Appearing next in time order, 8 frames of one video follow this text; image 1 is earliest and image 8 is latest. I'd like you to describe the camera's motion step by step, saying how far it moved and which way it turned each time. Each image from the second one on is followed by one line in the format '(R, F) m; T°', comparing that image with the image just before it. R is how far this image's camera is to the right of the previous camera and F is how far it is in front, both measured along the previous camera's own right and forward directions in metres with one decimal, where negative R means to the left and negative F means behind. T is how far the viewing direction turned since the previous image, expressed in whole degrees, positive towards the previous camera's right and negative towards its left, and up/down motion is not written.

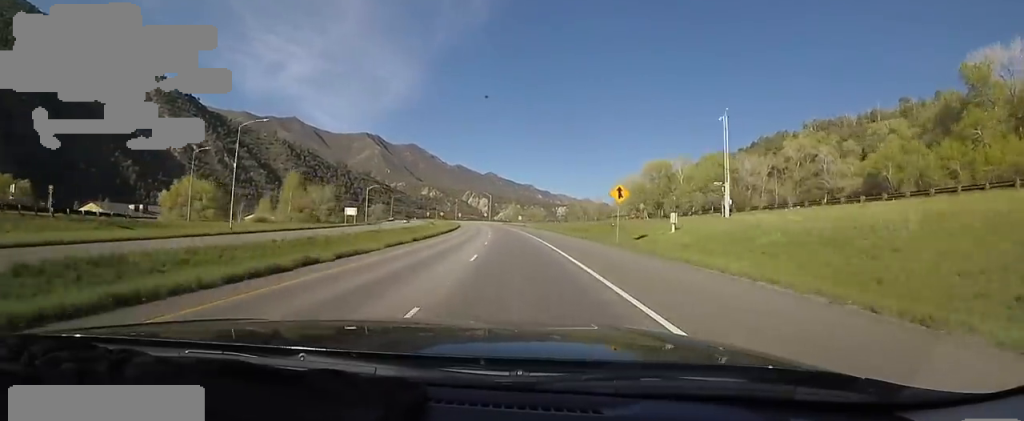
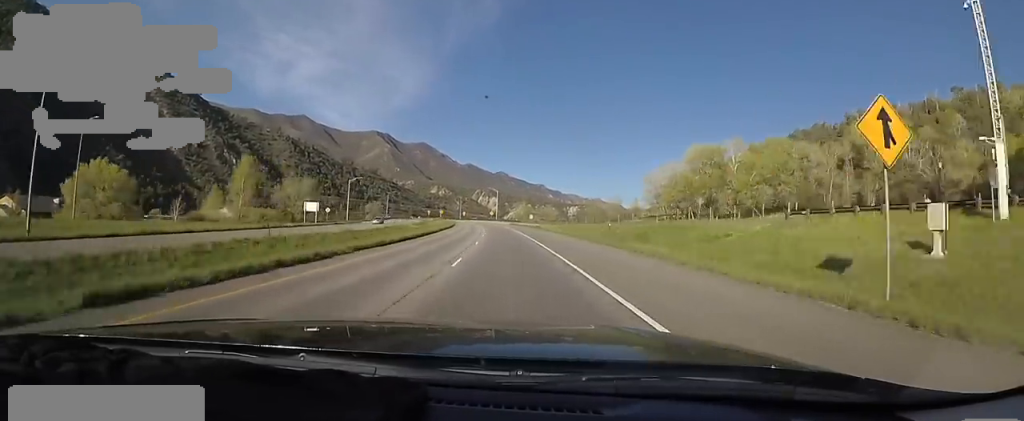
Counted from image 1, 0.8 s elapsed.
(-0.3, +26.2) m; -2°
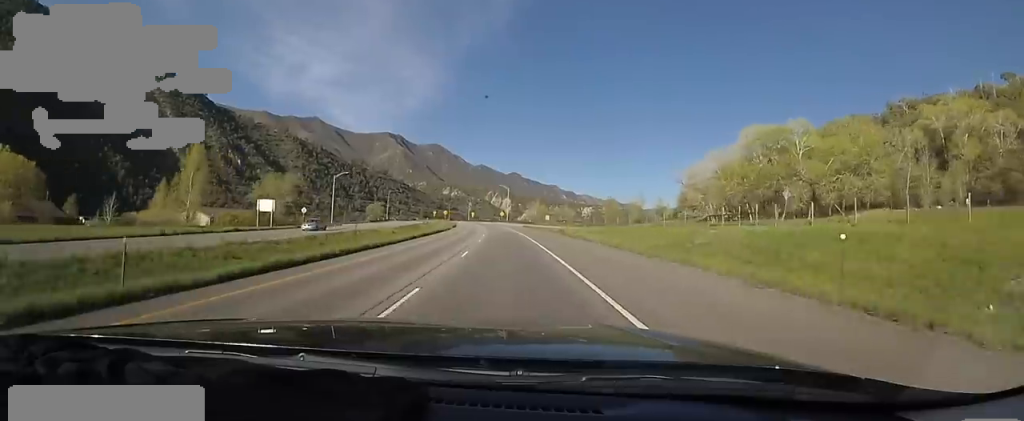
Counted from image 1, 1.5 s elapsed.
(-0.4, +19.9) m; -2°
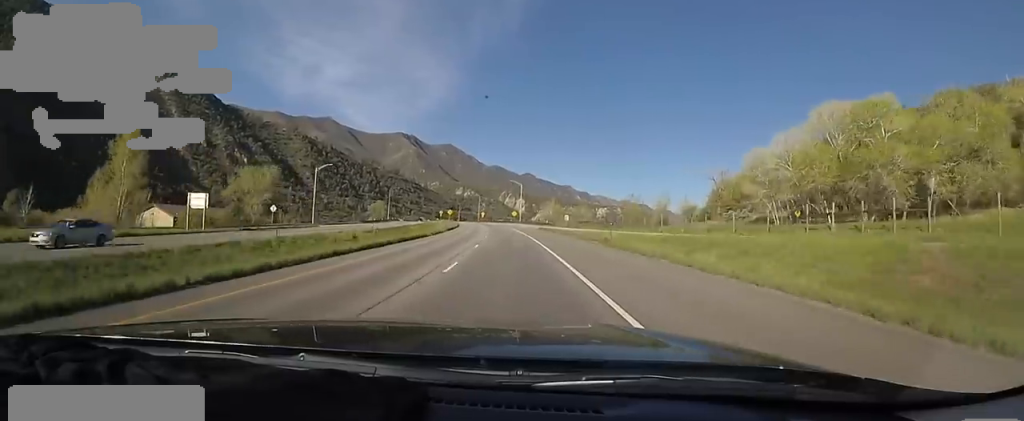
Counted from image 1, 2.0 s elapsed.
(-0.5, +17.9) m; -1°
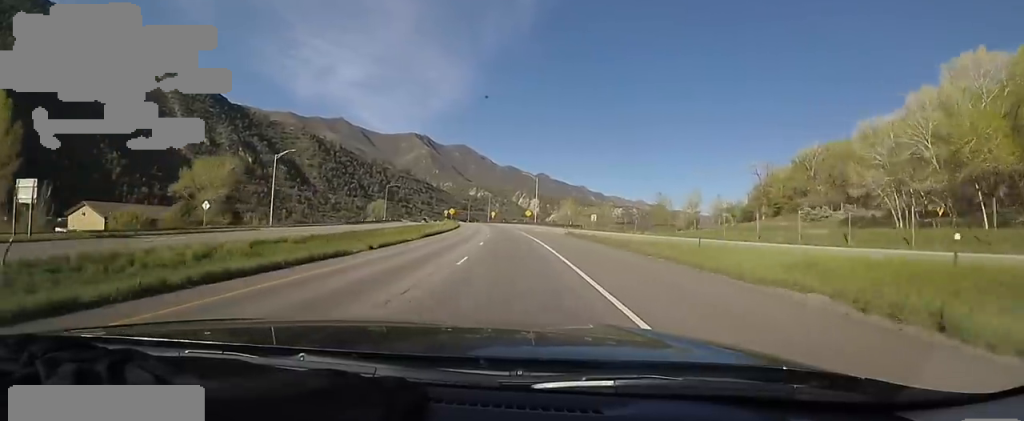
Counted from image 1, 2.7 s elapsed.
(-0.1, +22.0) m; -1°
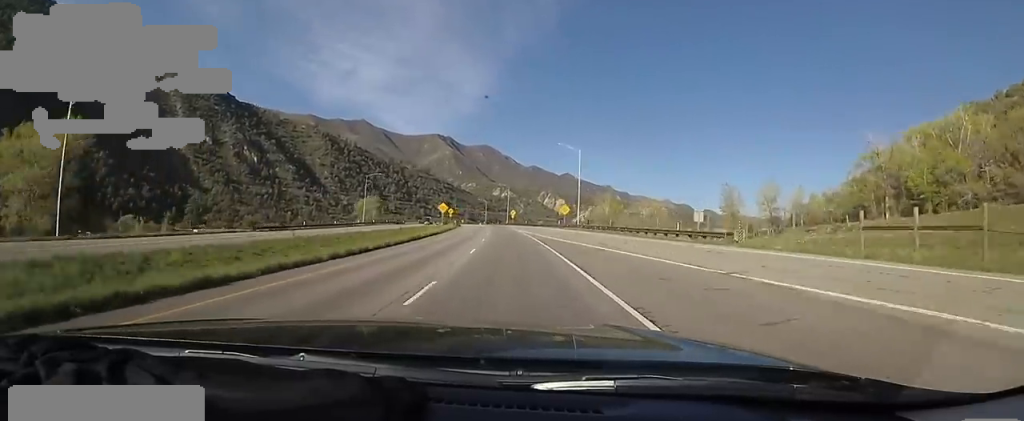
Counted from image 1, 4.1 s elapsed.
(-0.8, +42.8) m; -4°
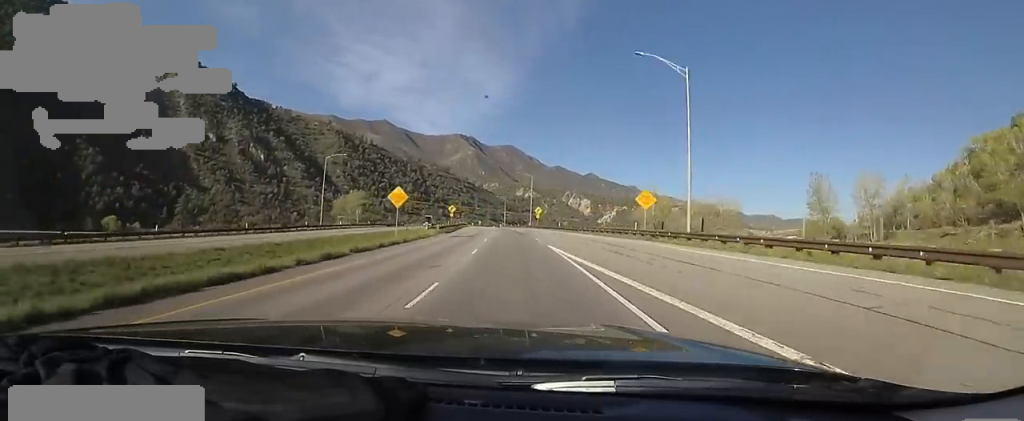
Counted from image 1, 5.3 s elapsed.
(-1.6, +36.6) m; -4°
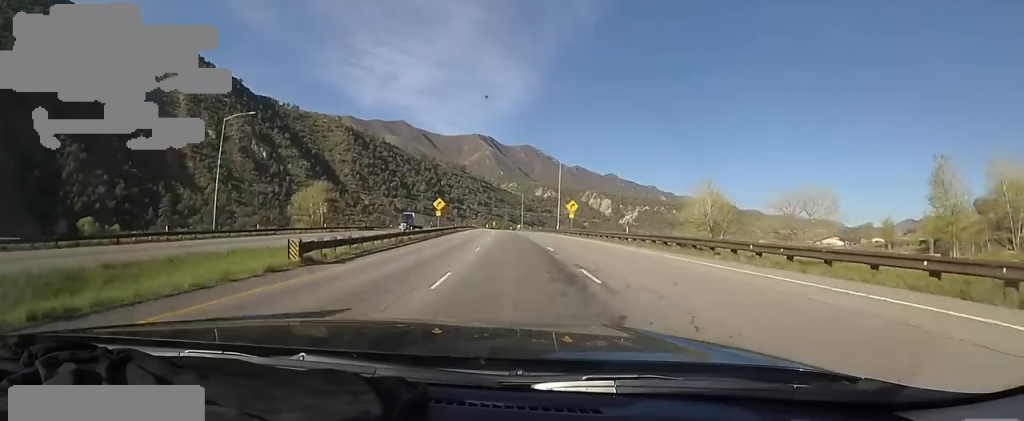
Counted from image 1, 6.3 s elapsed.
(-0.6, +33.6) m; 0°
